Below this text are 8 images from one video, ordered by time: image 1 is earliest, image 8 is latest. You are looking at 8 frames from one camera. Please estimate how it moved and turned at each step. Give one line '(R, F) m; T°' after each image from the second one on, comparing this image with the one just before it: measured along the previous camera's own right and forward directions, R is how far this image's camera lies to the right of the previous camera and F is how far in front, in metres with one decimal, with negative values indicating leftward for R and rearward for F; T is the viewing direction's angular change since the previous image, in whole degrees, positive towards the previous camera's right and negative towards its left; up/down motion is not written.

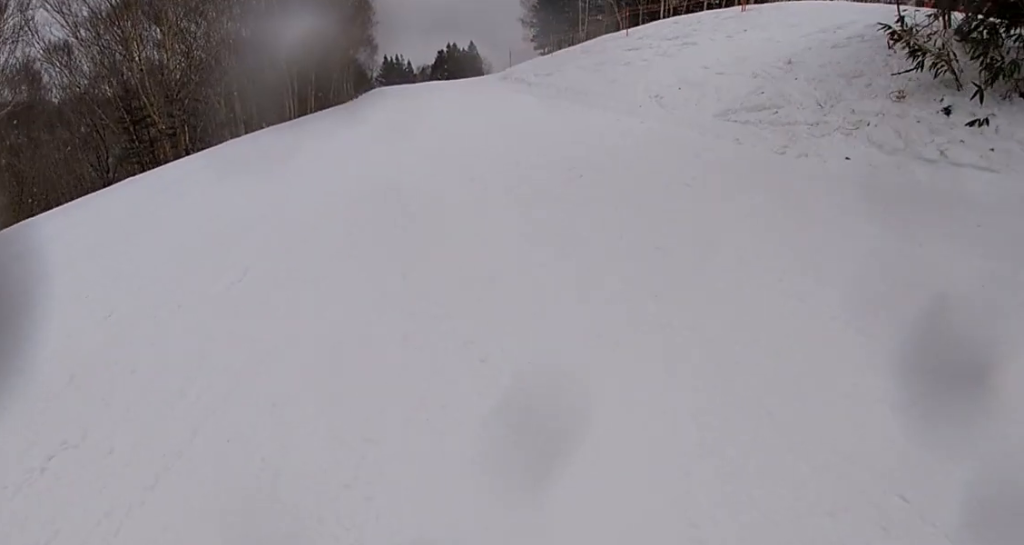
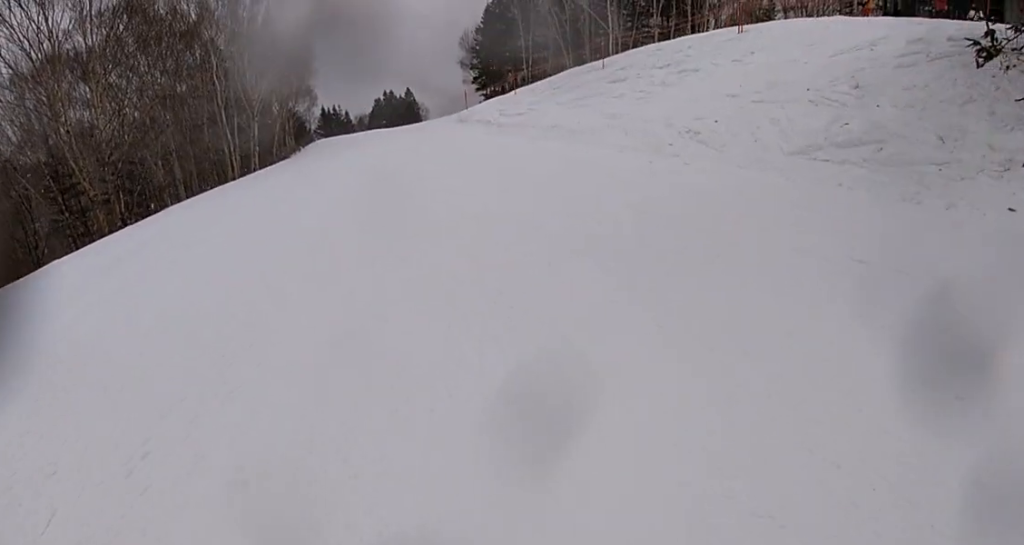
(+0.1, +3.0) m; +4°
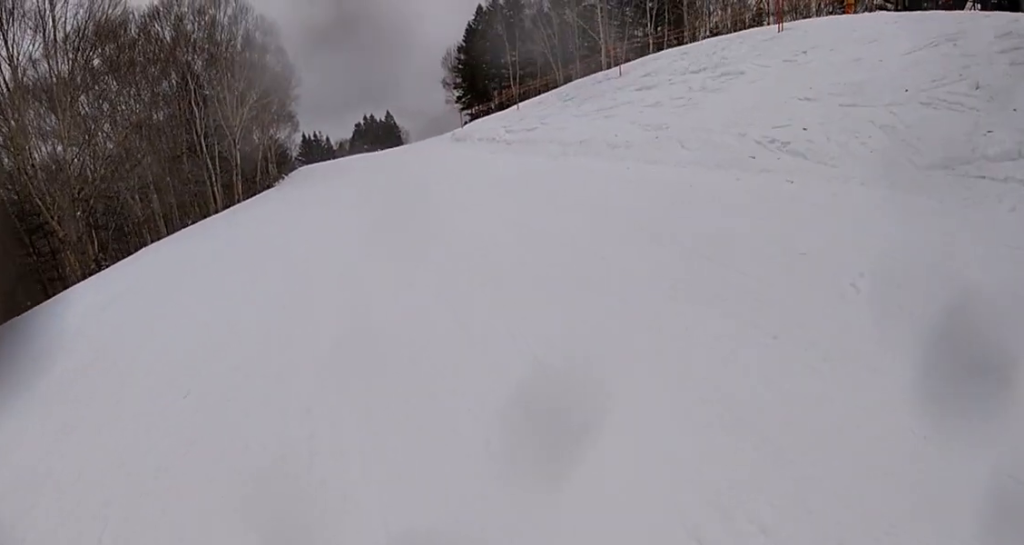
(0.0, +2.5) m; +4°
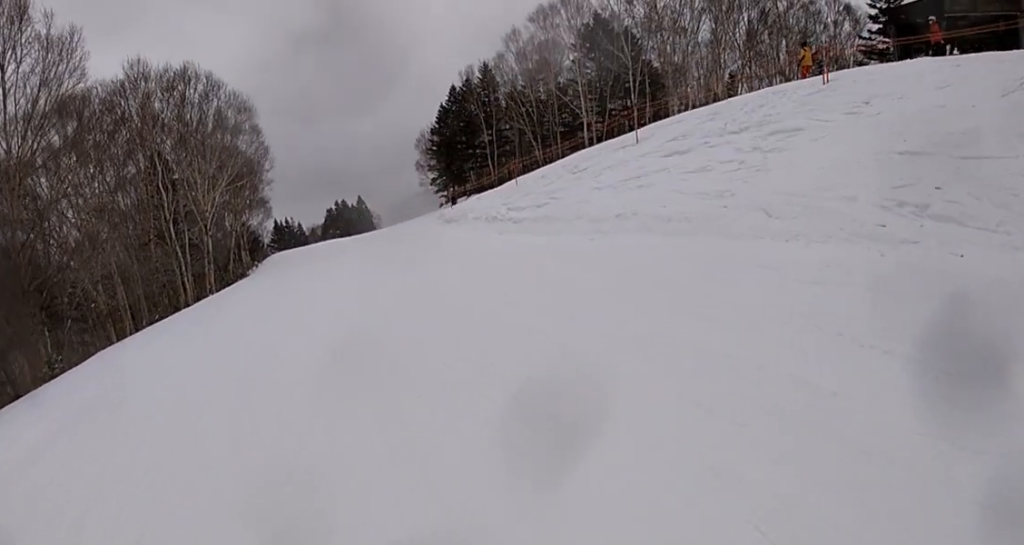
(0.0, +3.1) m; +10°
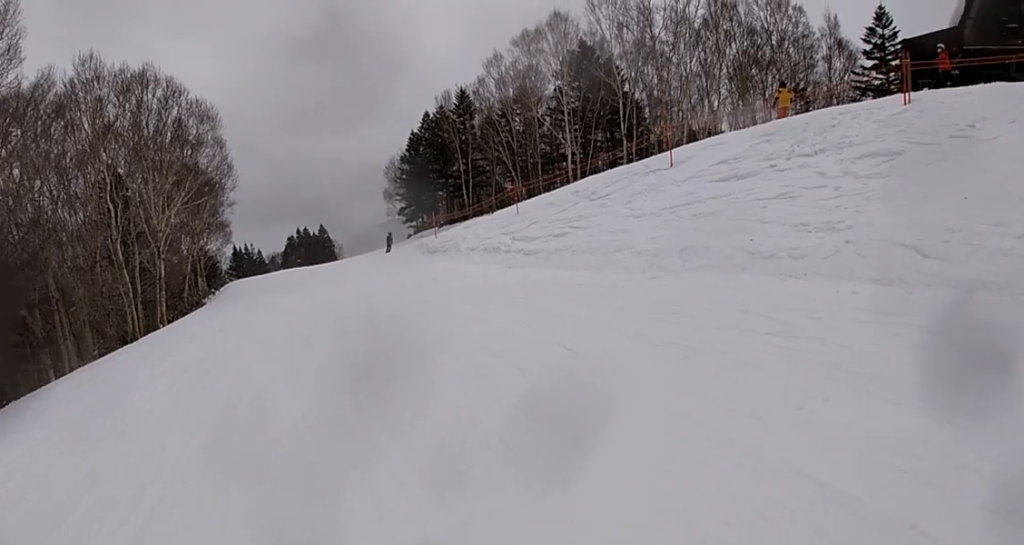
(+0.5, +3.5) m; +2°
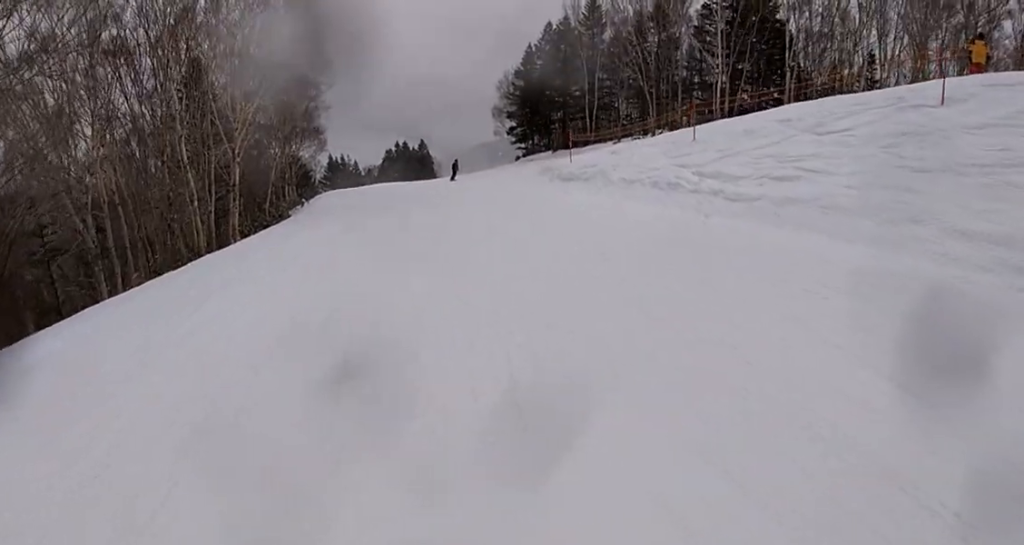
(-0.1, +5.1) m; -2°
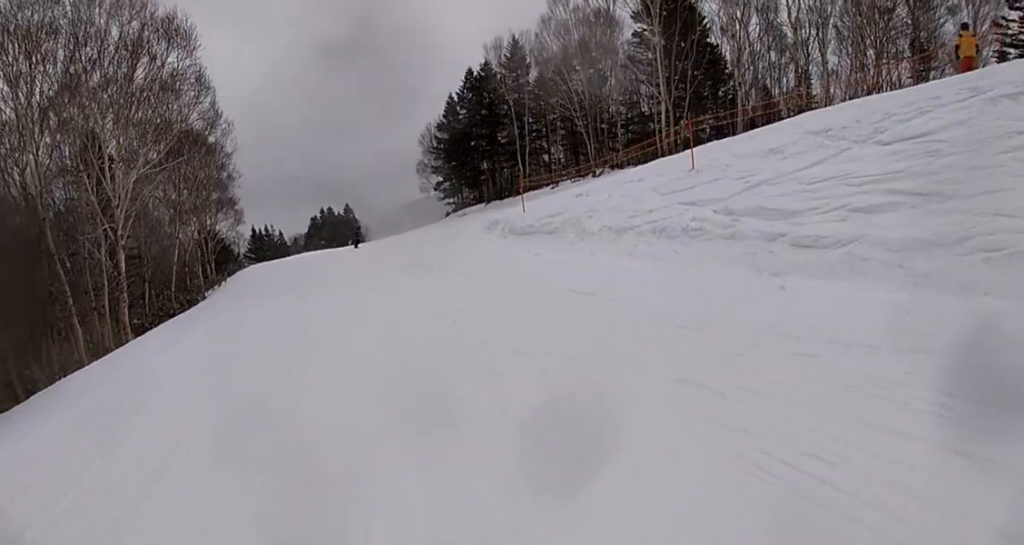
(-0.3, +4.8) m; +3°
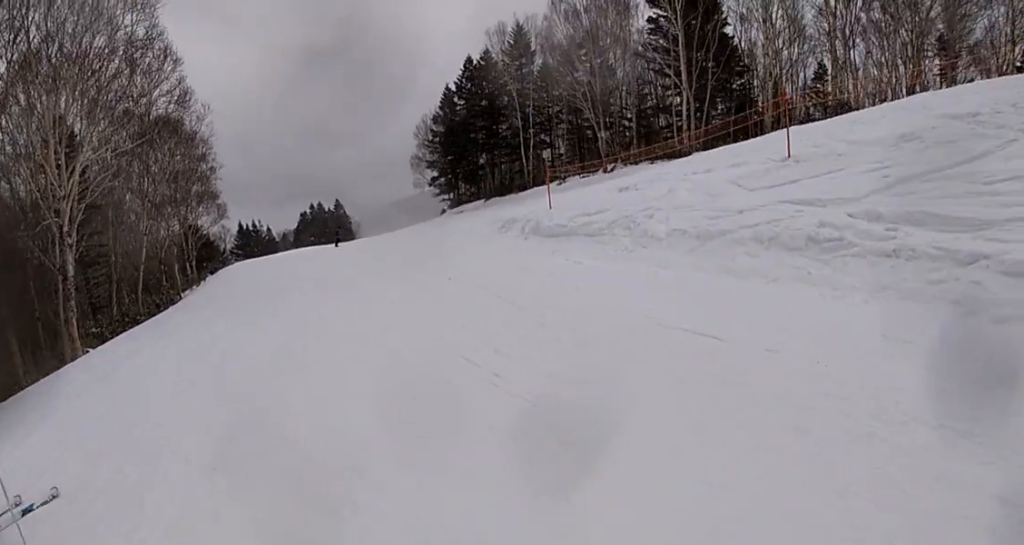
(+0.3, +3.7) m; +8°
